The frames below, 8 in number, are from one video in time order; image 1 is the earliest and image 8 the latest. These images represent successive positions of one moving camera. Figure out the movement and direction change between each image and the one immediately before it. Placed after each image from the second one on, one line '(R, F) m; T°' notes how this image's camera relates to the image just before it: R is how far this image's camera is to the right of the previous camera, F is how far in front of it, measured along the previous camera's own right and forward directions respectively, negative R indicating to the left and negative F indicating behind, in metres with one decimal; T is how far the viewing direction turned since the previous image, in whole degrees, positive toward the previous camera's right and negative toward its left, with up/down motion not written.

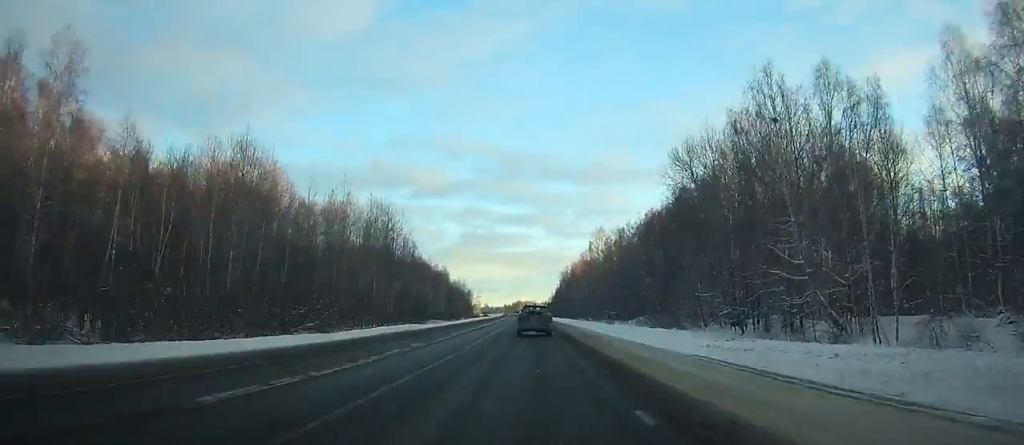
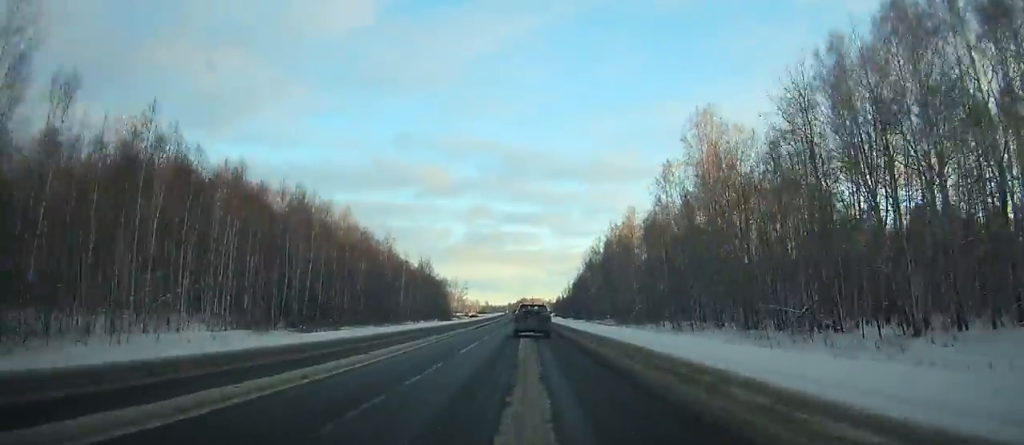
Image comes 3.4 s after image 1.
(-0.6, +95.0) m; -1°
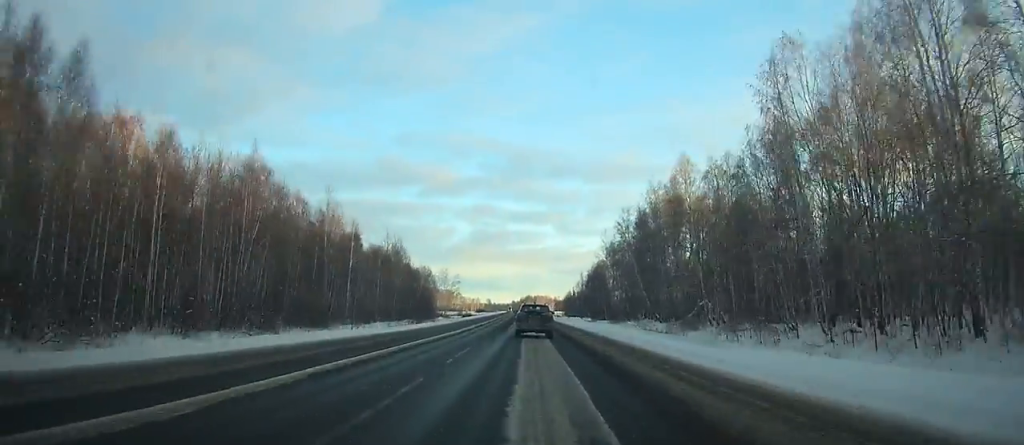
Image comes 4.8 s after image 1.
(-0.3, +39.4) m; 0°
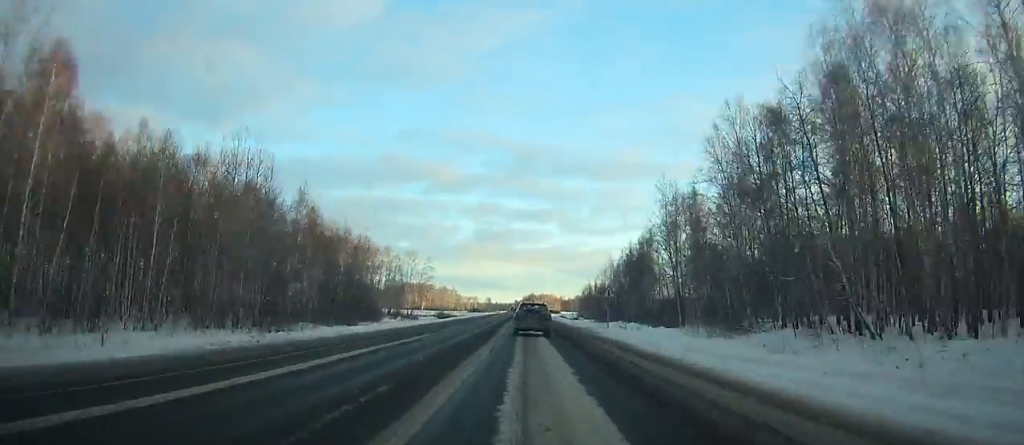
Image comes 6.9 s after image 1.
(-0.2, +59.1) m; 0°
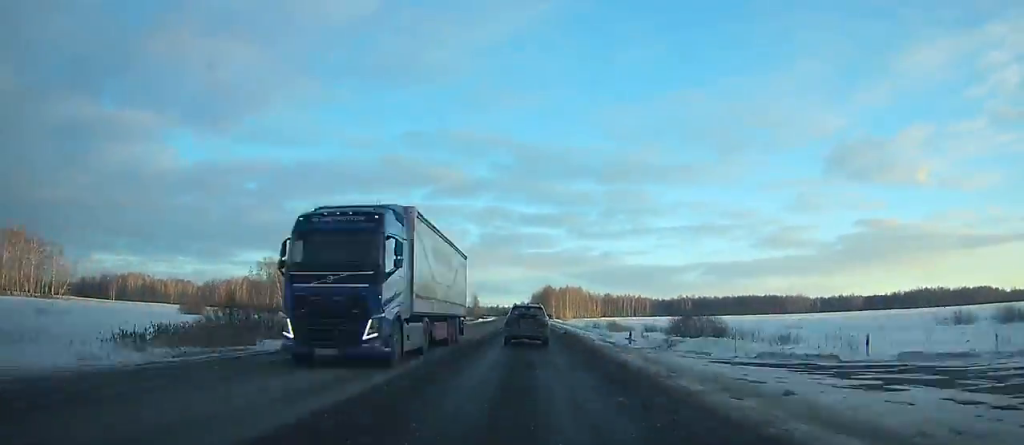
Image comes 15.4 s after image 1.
(-2.7, +238.8) m; -1°
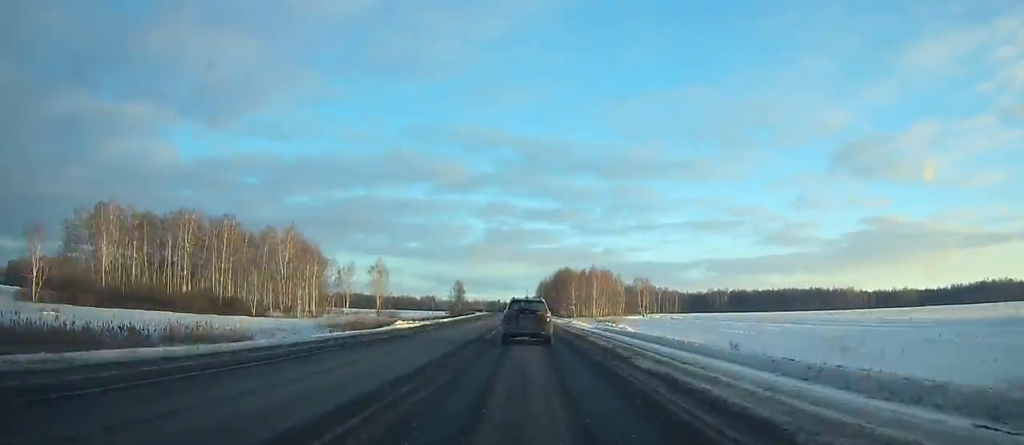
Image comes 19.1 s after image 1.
(-0.1, +101.9) m; 0°
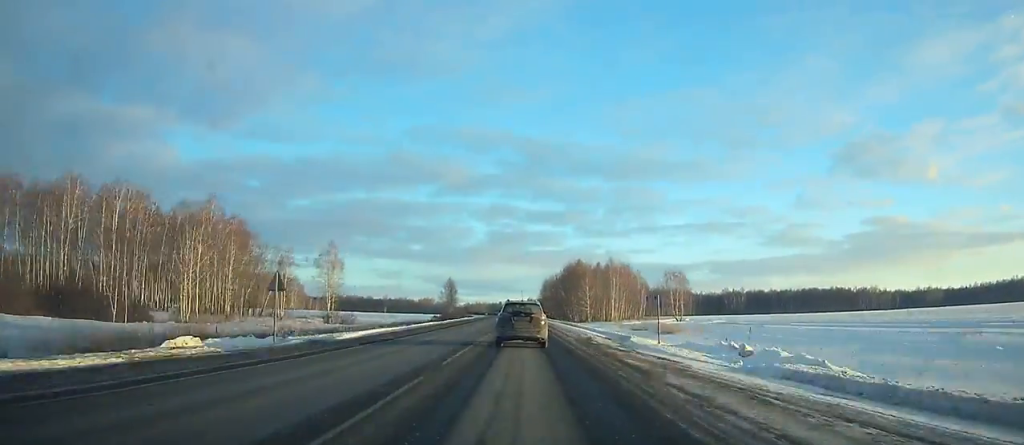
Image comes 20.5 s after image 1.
(+0.1, +38.1) m; 0°
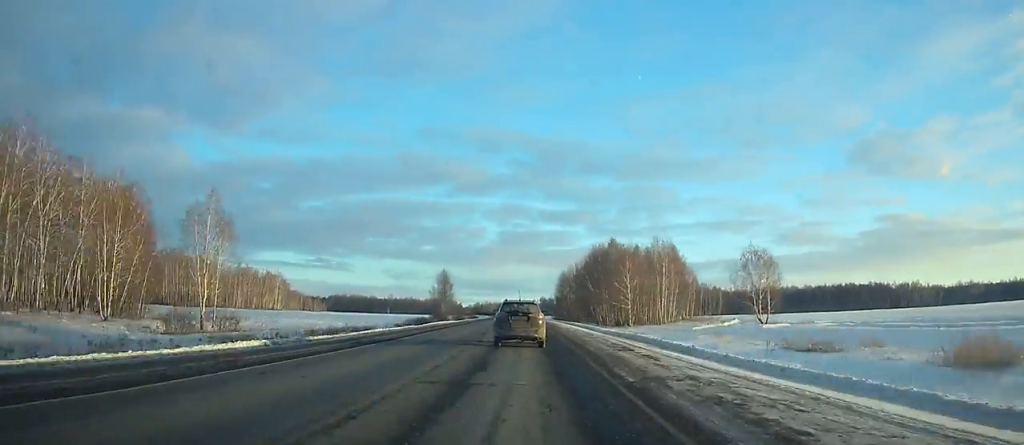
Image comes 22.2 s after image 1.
(-0.2, +46.0) m; -1°
